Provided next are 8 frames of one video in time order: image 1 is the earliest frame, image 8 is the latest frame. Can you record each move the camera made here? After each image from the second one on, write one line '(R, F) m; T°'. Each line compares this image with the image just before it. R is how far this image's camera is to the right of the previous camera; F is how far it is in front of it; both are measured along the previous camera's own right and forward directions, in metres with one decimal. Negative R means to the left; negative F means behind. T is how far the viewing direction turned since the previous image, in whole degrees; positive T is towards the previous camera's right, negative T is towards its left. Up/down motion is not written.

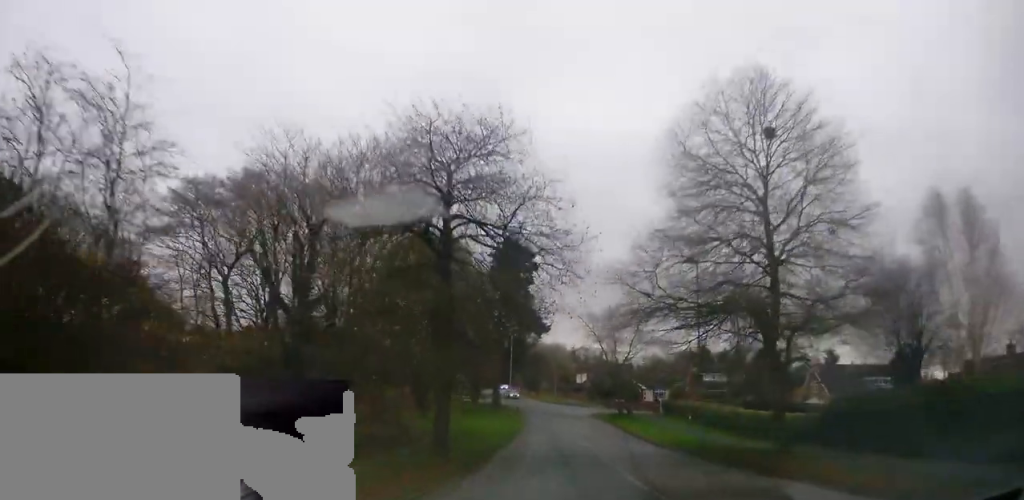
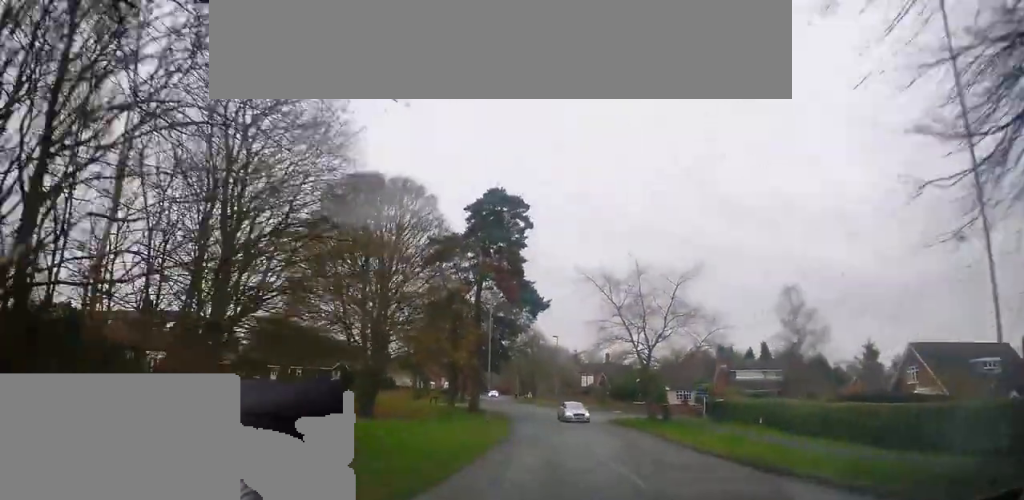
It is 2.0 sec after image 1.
(-0.4, +19.2) m; -2°
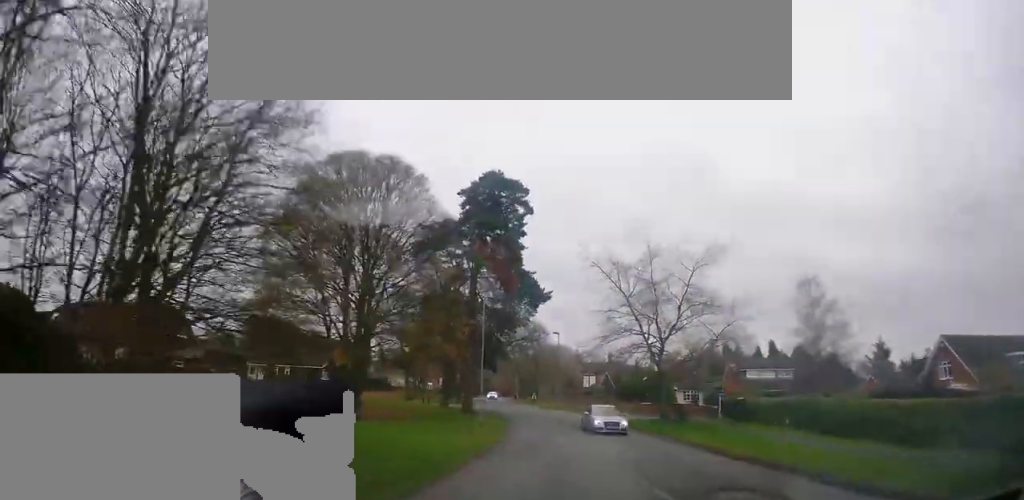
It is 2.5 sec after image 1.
(0.0, +4.3) m; 0°
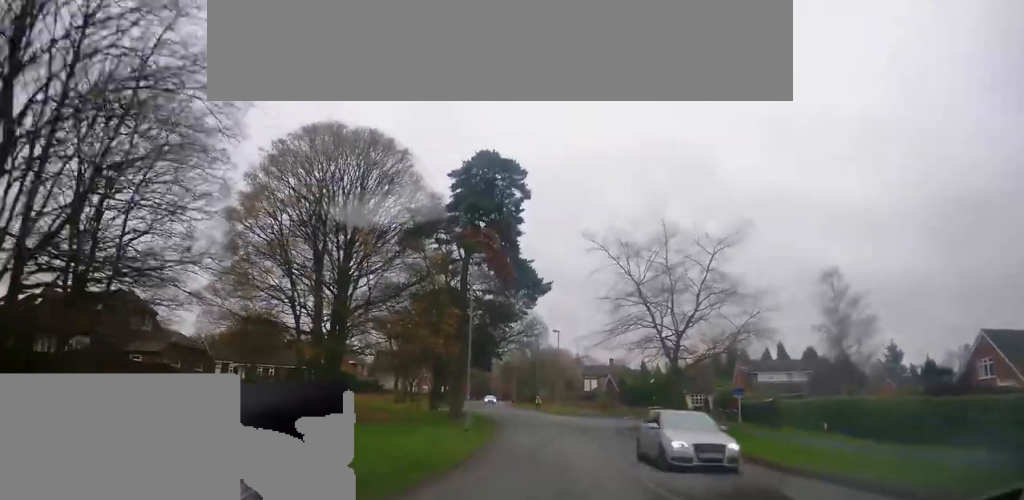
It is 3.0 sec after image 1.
(0.0, +5.0) m; 0°
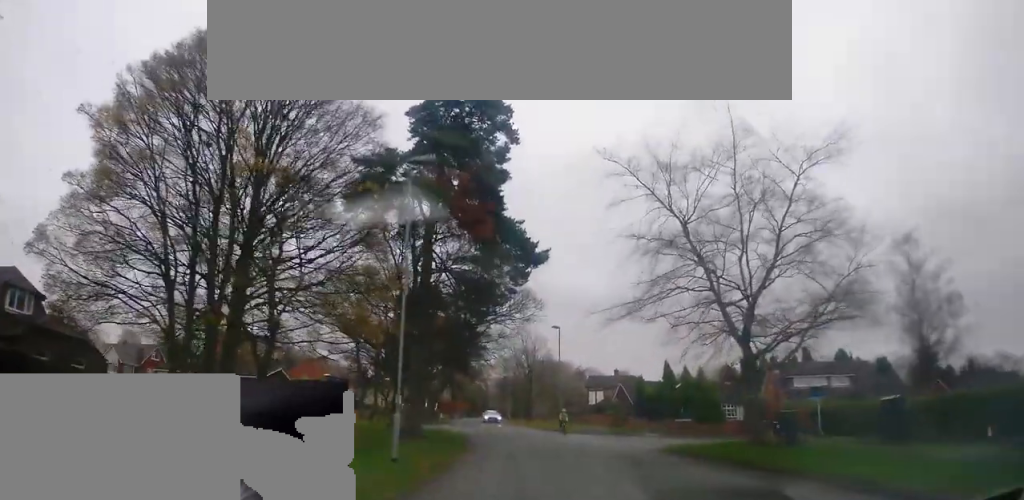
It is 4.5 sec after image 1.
(+0.2, +13.4) m; +3°
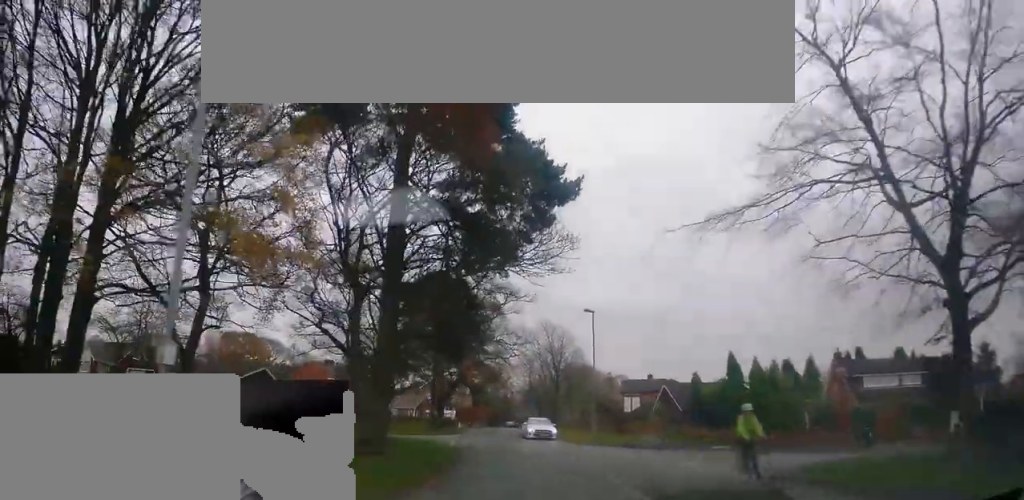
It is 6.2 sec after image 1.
(-0.4, +11.4) m; -8°
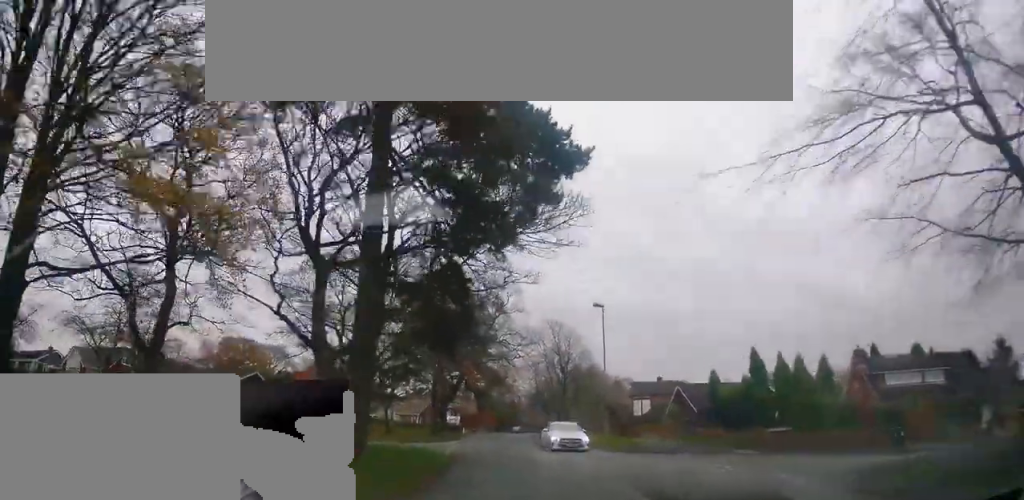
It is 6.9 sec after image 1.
(-0.1, +3.5) m; +1°
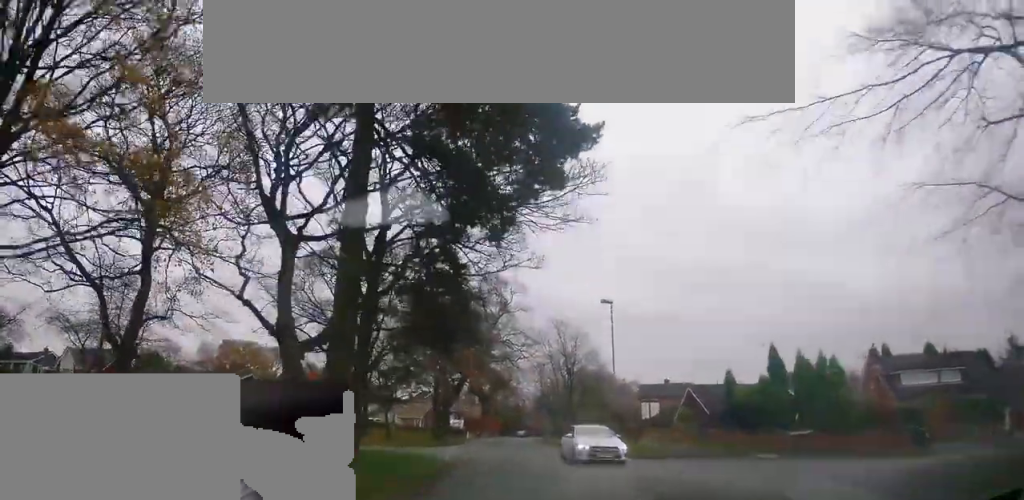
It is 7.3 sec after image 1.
(-0.1, +2.3) m; +1°
